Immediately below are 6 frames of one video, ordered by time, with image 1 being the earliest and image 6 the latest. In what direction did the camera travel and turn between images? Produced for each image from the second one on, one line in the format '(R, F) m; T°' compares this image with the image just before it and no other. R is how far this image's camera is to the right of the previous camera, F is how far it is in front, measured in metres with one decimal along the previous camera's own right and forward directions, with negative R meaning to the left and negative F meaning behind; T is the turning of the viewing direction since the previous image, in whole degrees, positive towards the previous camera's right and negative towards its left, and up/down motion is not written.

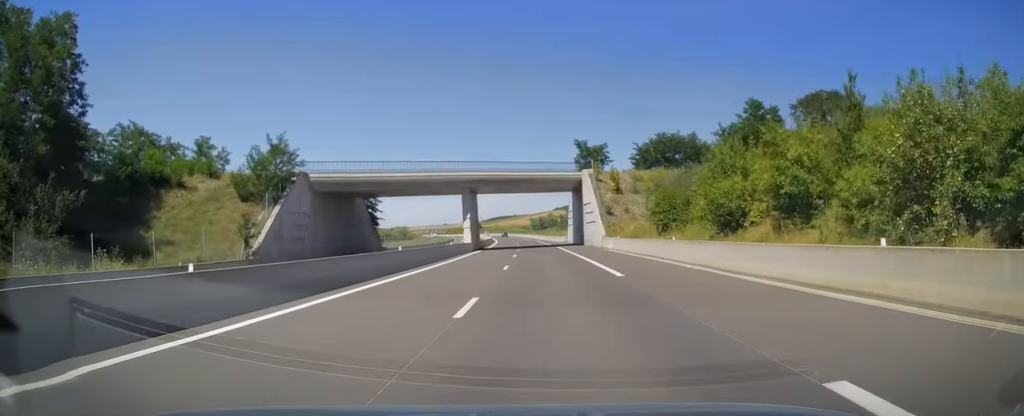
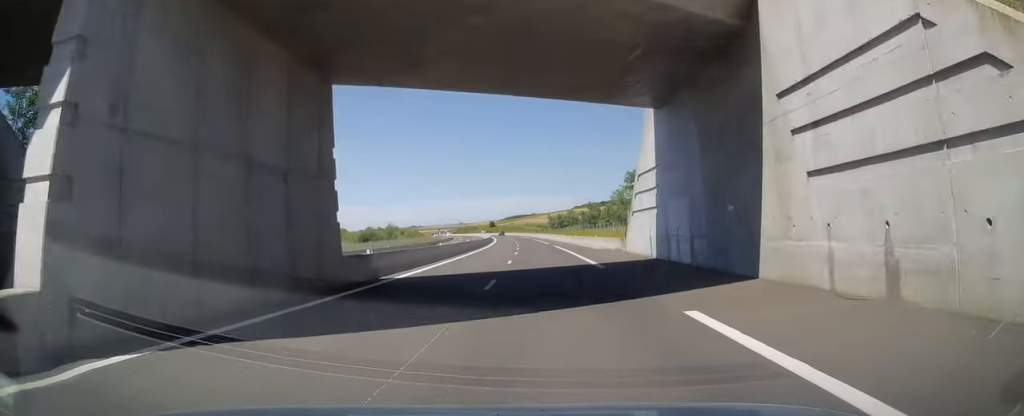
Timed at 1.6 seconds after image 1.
(-0.5, +47.4) m; -1°
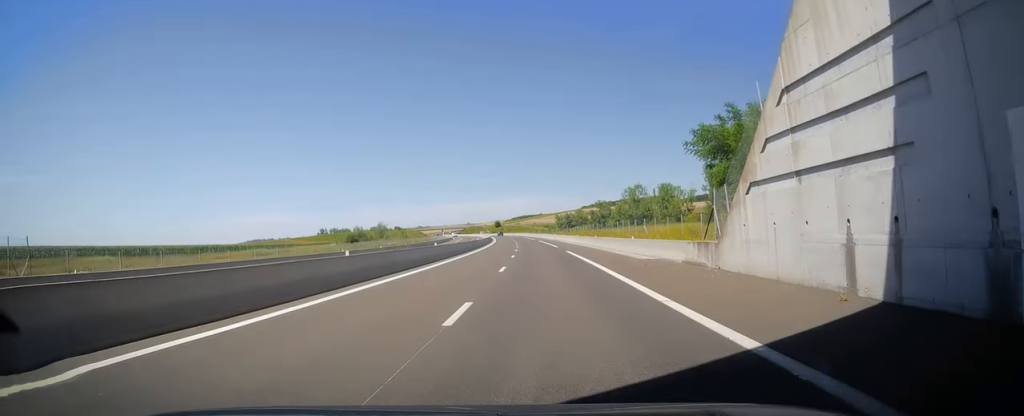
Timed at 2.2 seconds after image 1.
(-0.2, +18.7) m; -1°
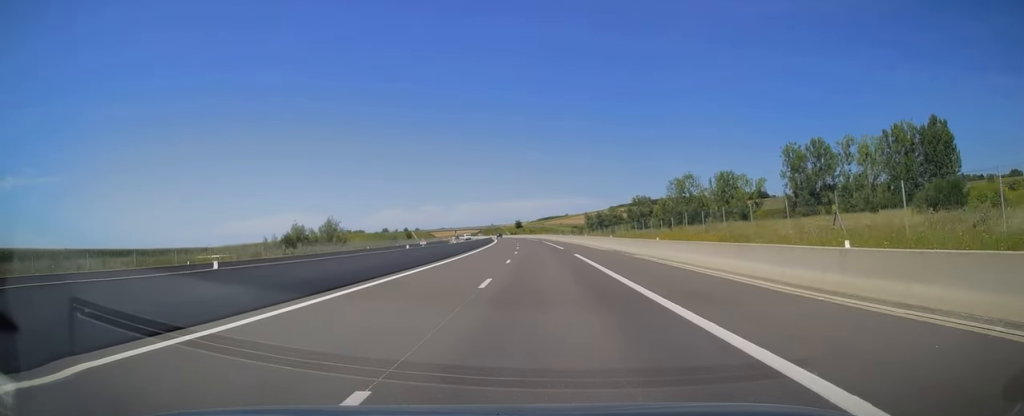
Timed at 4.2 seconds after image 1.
(-1.4, +59.2) m; -3°
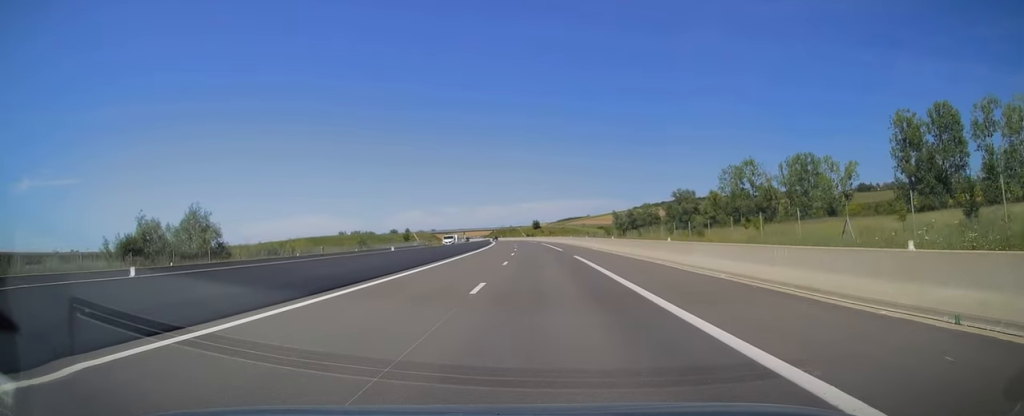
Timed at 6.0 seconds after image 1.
(-1.2, +53.7) m; -2°
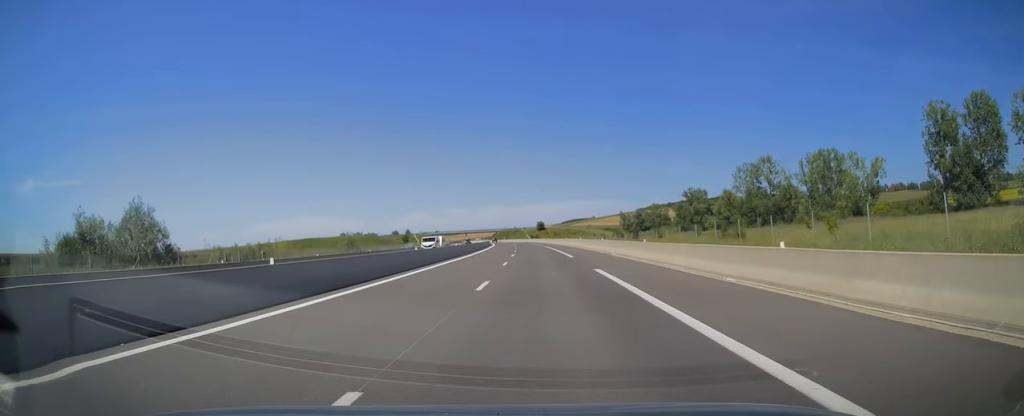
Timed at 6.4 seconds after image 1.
(0.0, +11.8) m; 0°
